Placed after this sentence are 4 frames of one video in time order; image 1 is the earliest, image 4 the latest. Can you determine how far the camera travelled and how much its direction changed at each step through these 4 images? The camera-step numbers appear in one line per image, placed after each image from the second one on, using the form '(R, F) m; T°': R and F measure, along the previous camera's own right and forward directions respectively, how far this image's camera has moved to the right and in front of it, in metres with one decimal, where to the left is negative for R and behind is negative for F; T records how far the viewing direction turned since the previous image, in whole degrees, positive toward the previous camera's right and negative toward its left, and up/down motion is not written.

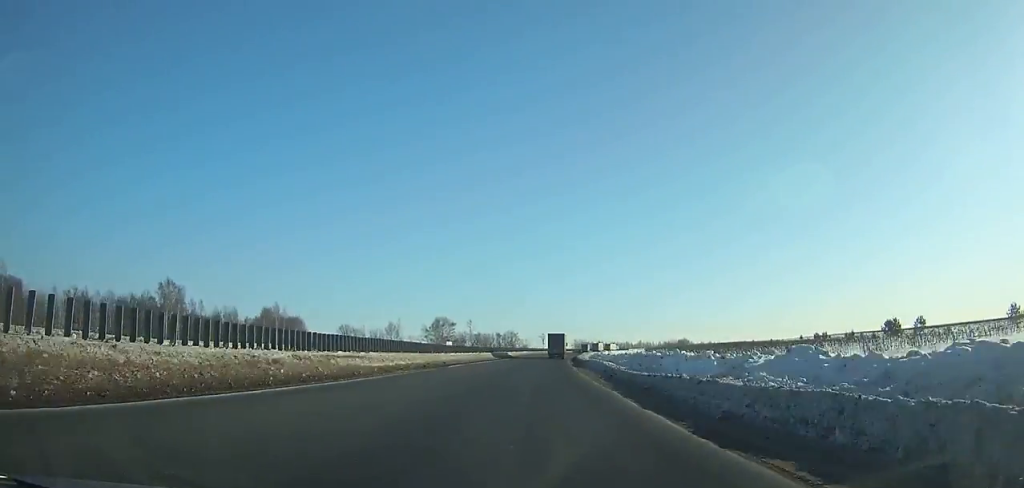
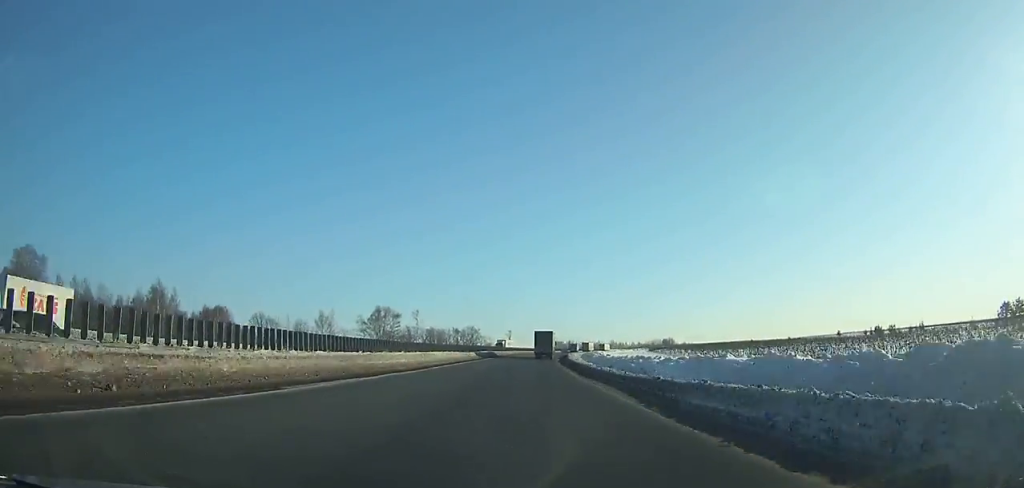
(+0.4, +43.2) m; +2°
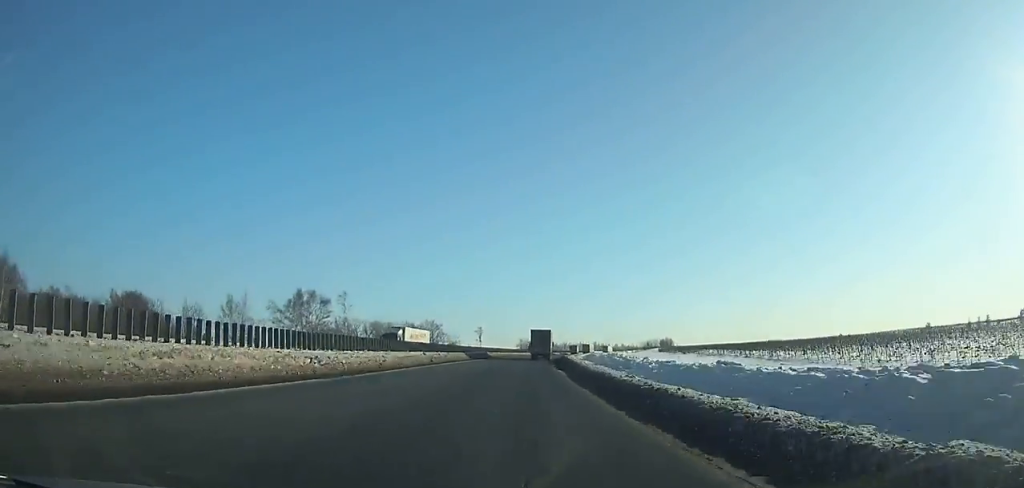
(+1.4, +44.7) m; +2°
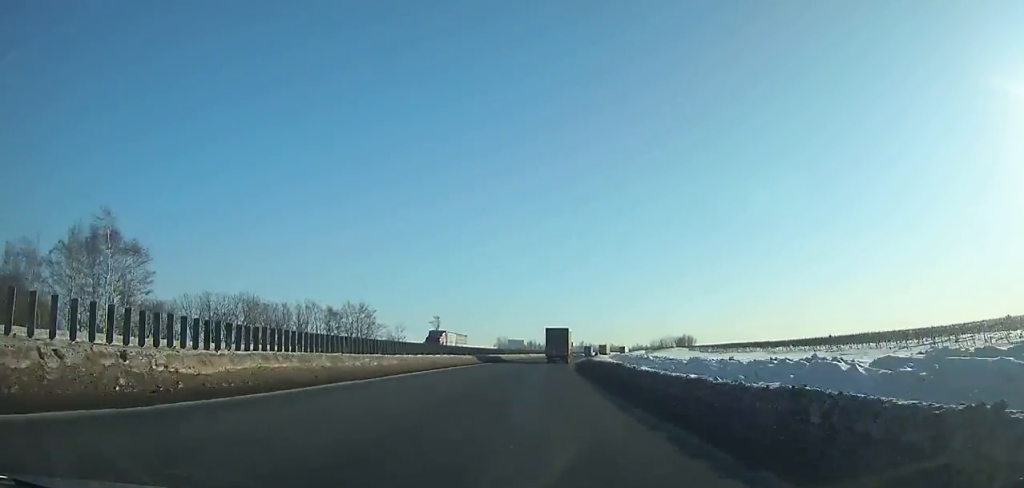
(+1.7, +62.2) m; +4°
